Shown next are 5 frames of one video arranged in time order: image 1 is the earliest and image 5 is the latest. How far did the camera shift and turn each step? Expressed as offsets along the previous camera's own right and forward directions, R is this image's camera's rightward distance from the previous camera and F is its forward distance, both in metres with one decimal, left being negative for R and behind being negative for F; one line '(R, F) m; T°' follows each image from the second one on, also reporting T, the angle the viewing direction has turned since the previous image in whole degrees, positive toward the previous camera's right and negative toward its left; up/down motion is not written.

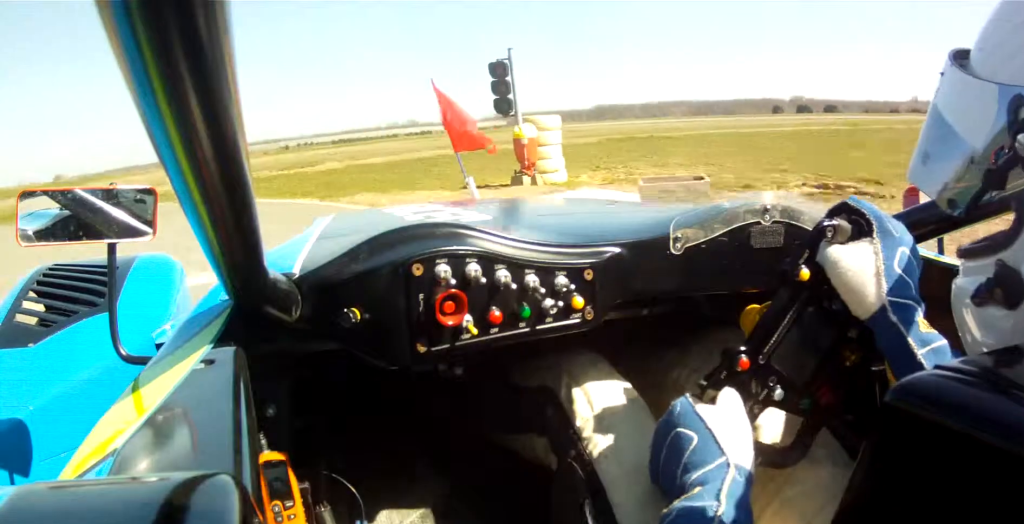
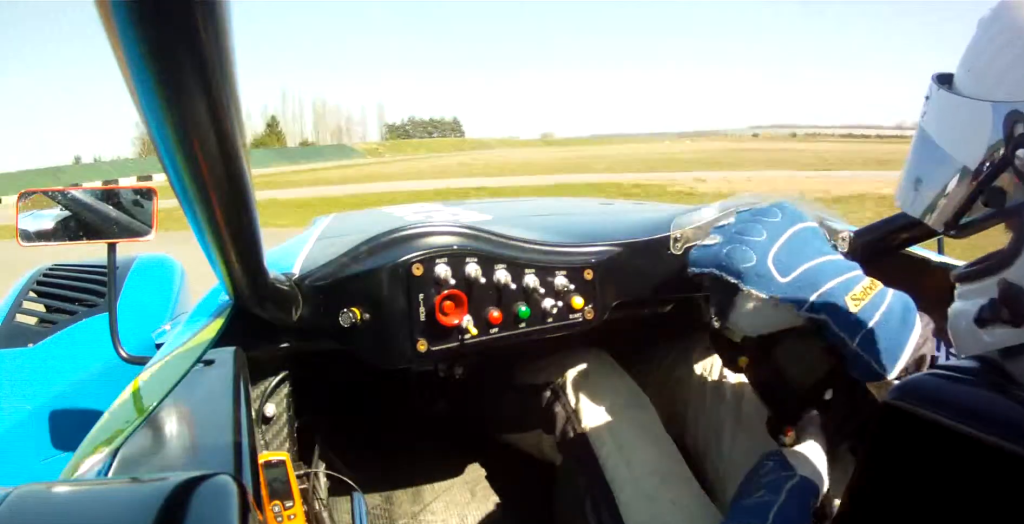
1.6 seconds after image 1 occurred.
(-1.8, +10.6) m; -35°
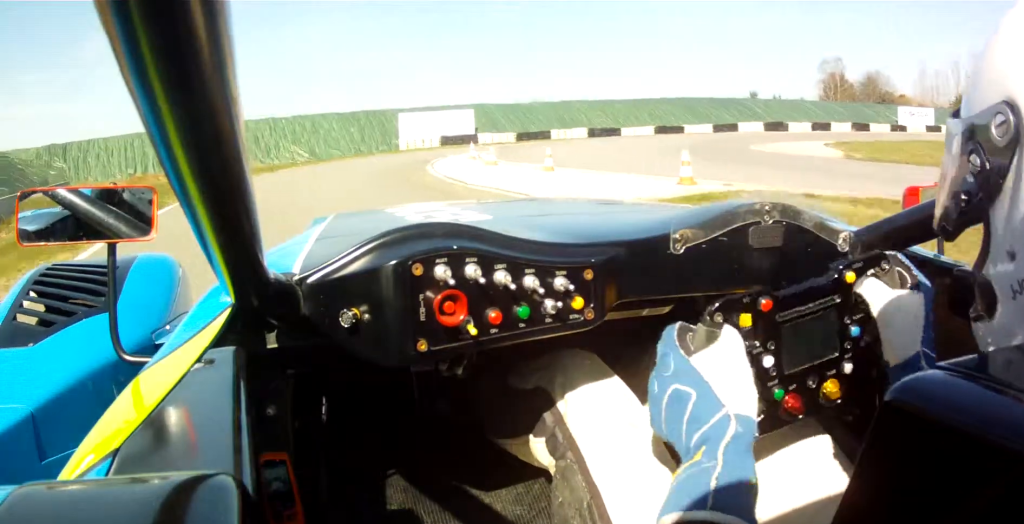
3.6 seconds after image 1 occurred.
(-6.7, +15.3) m; -20°
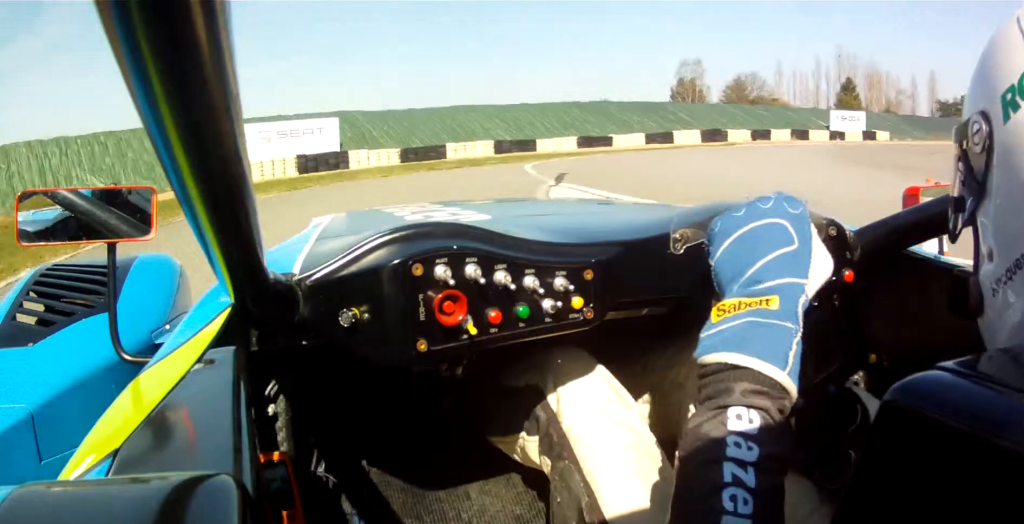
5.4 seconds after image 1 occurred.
(-1.7, +18.5) m; 0°
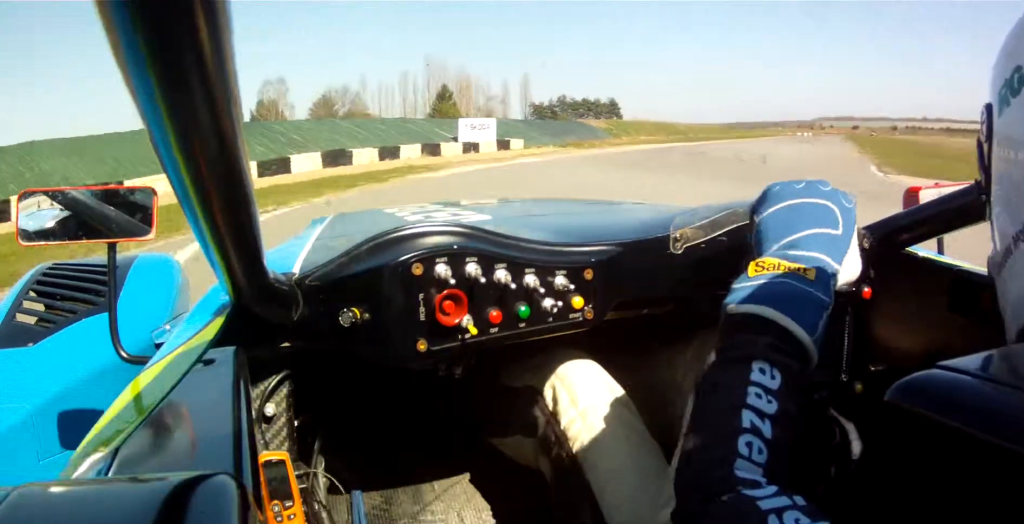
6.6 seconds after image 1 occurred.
(+4.0, +13.7) m; +33°
